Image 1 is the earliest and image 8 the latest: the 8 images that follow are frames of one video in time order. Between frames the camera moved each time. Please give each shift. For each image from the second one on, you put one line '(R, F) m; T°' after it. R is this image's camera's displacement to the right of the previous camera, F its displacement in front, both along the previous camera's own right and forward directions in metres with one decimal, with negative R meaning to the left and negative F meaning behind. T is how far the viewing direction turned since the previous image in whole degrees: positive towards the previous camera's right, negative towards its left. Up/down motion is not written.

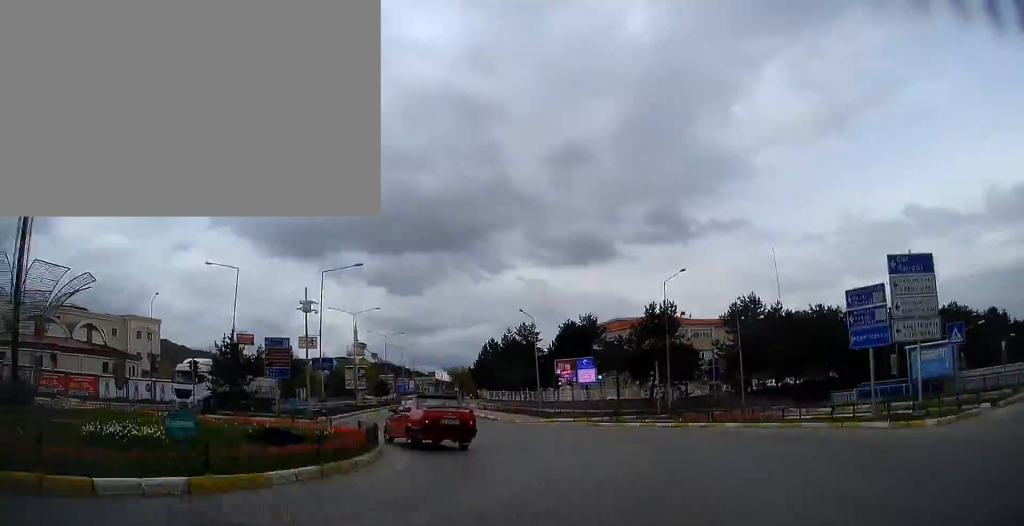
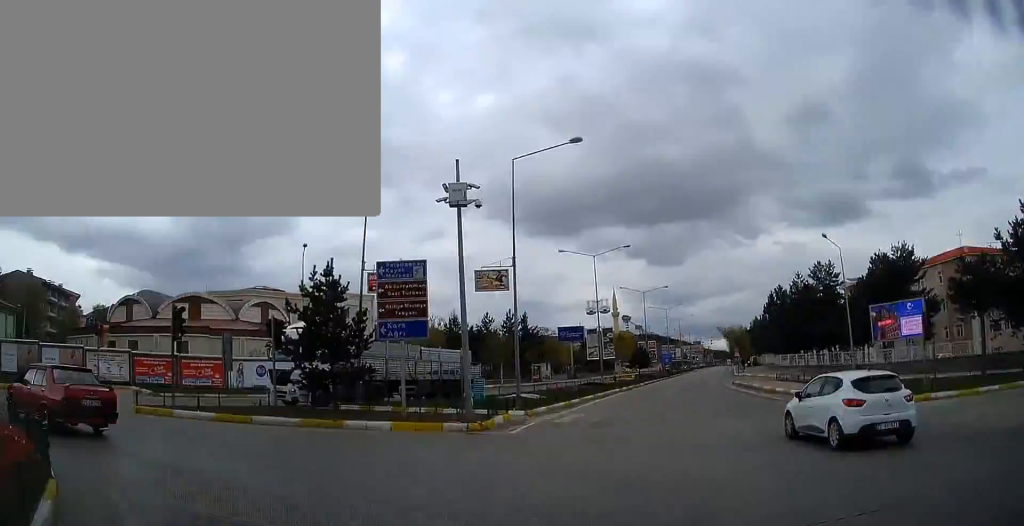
(+2.0, +21.0) m; -30°
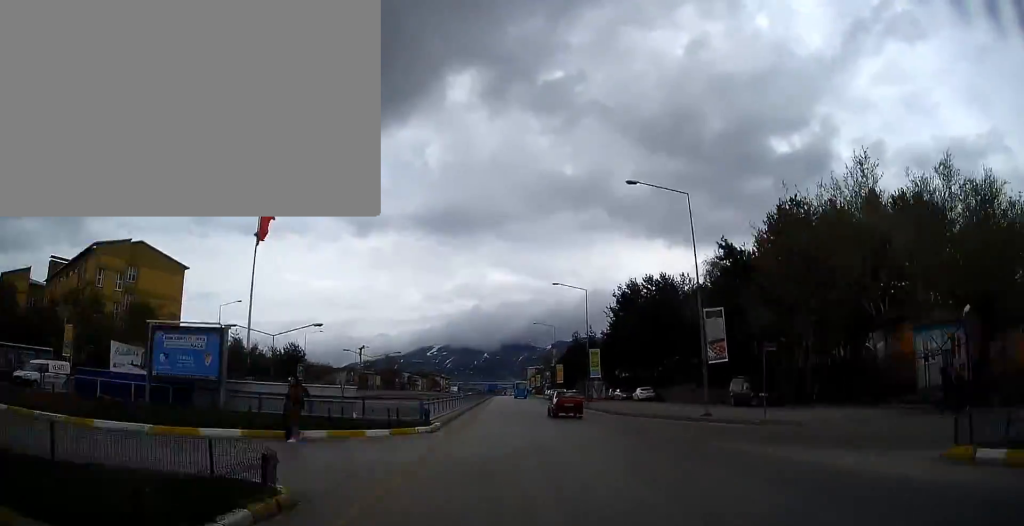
(-30.8, +48.9) m; -38°
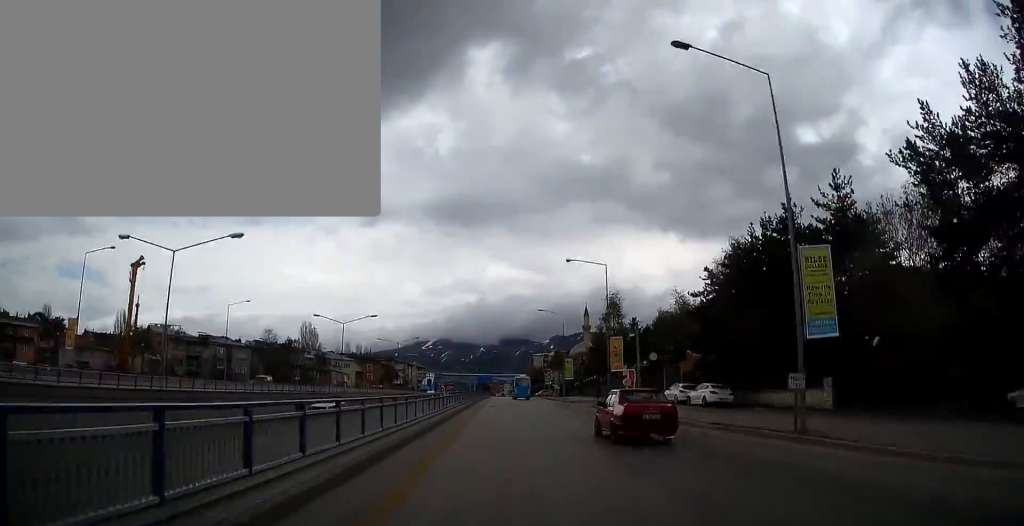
(+1.0, +128.2) m; +1°
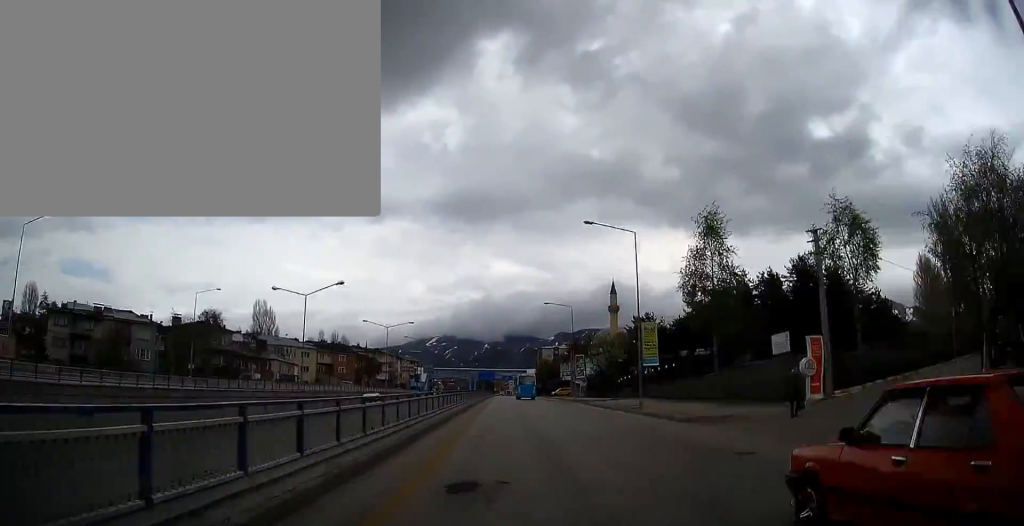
(+0.1, +36.7) m; 0°
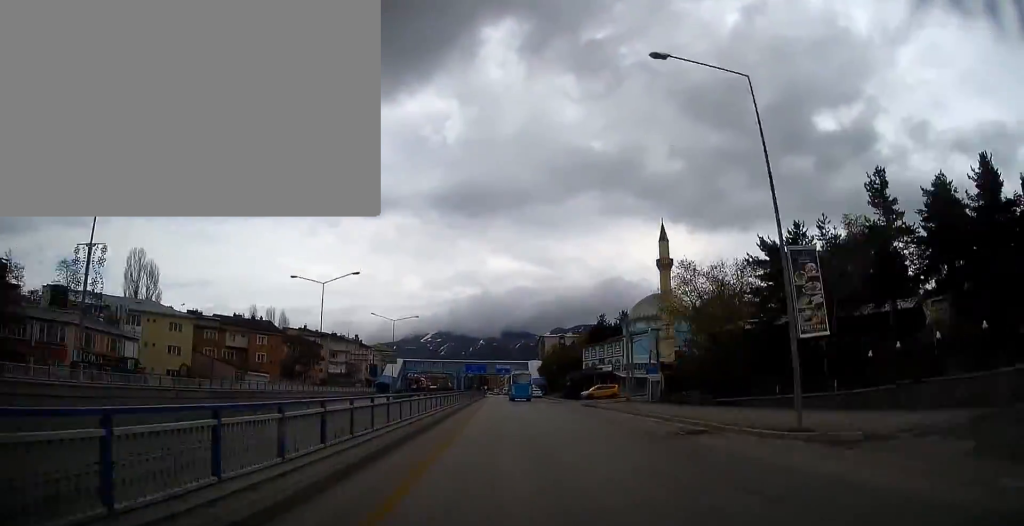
(0.0, +50.4) m; 0°
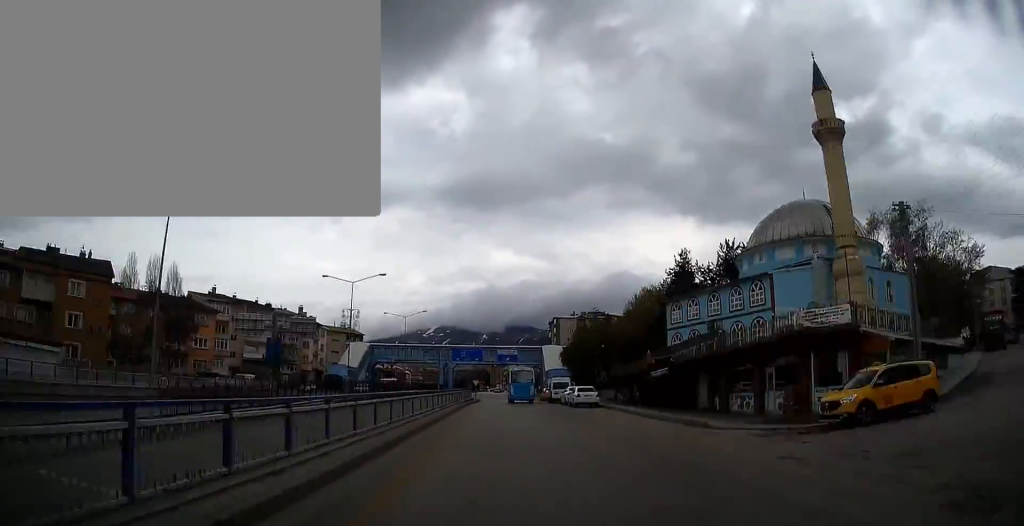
(+0.1, +50.7) m; 0°
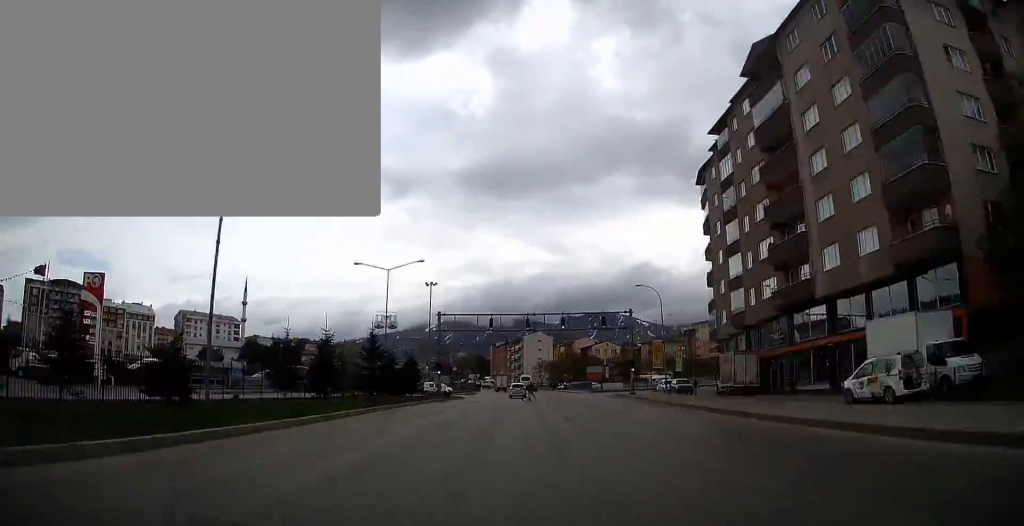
(-1.0, +182.8) m; -1°
